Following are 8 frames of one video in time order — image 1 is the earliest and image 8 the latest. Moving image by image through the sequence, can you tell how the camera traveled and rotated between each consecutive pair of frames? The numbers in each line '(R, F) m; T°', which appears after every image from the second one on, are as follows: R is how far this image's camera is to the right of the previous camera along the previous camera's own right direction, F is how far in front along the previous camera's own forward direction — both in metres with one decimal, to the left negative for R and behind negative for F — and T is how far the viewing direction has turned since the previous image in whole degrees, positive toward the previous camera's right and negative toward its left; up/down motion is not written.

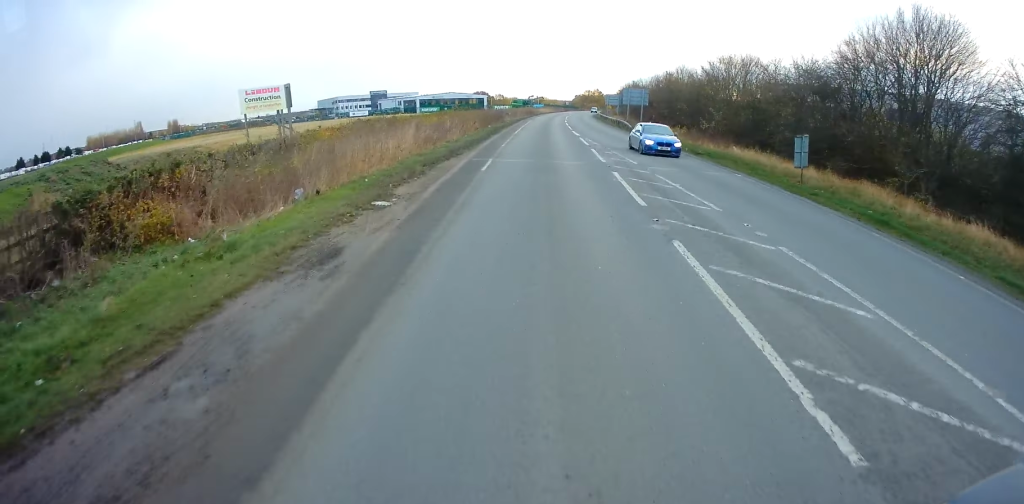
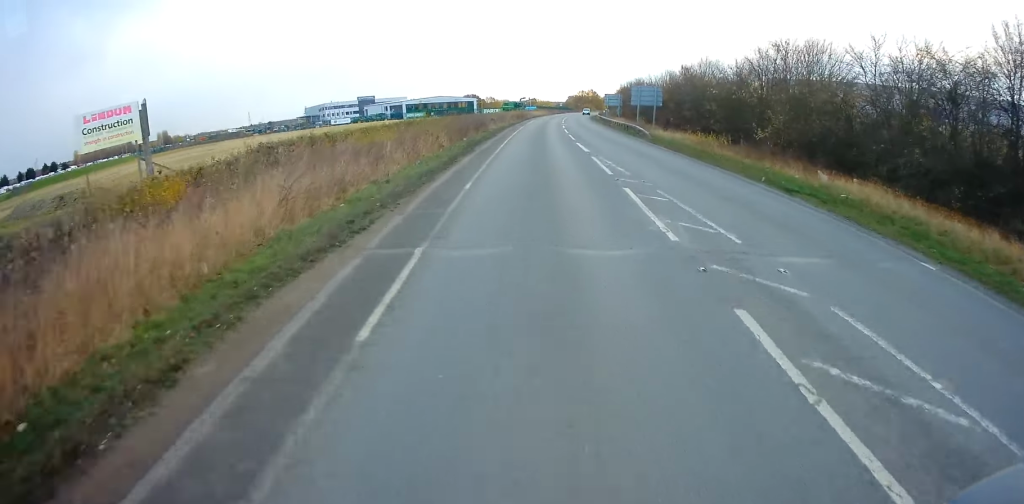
(-0.5, +11.7) m; -1°
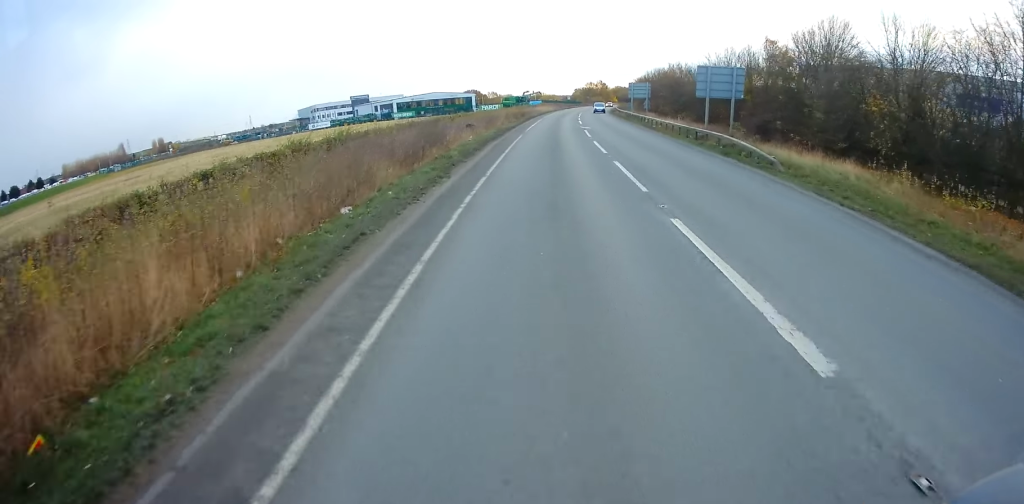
(+0.5, +22.6) m; +1°
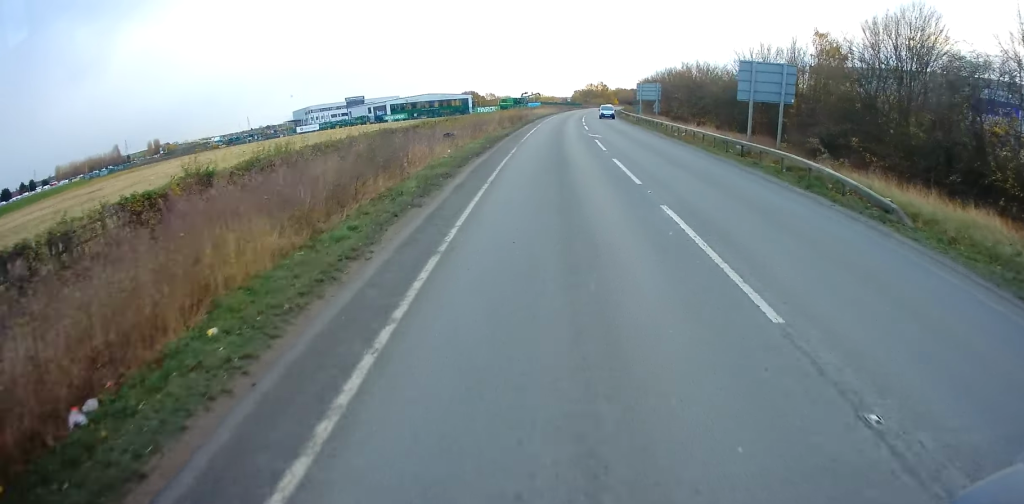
(+0.2, +7.8) m; -1°
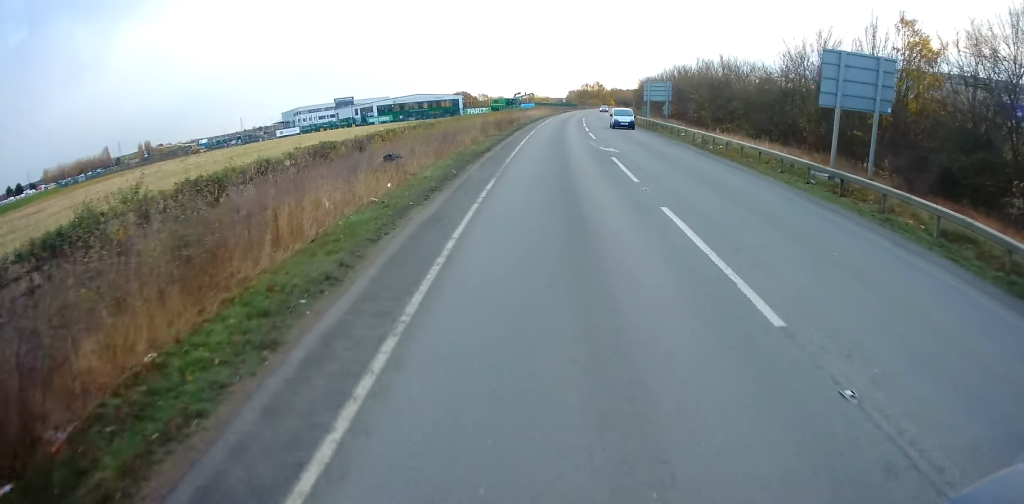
(-0.4, +9.5) m; +1°
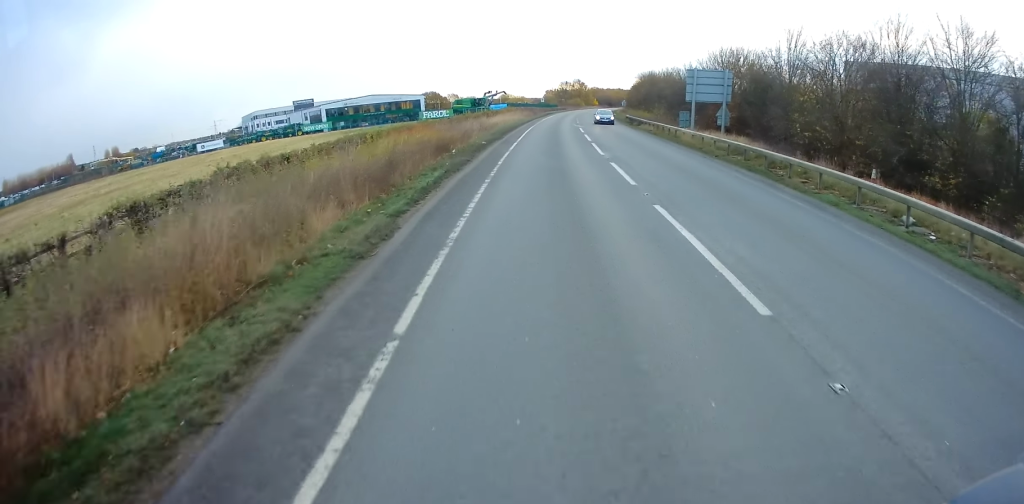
(+0.9, +28.0) m; +2°
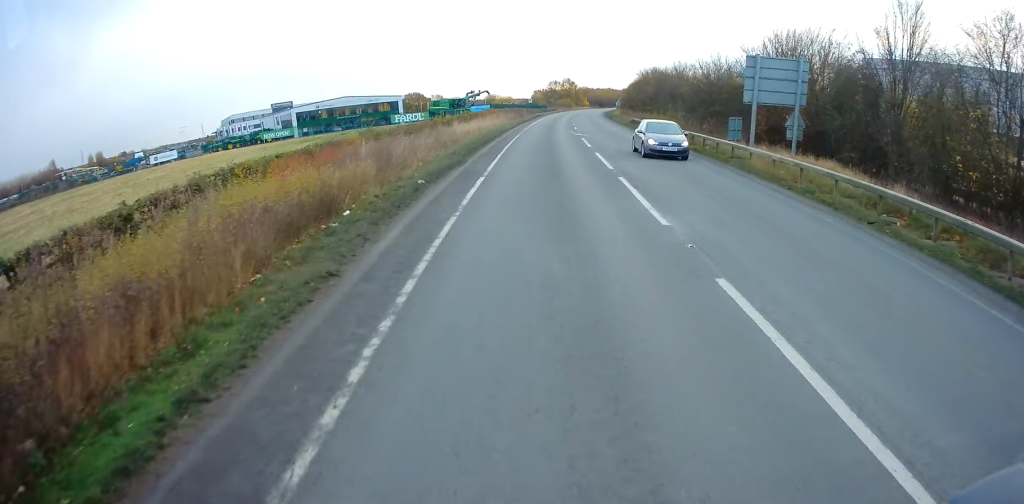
(-0.2, +13.6) m; 0°
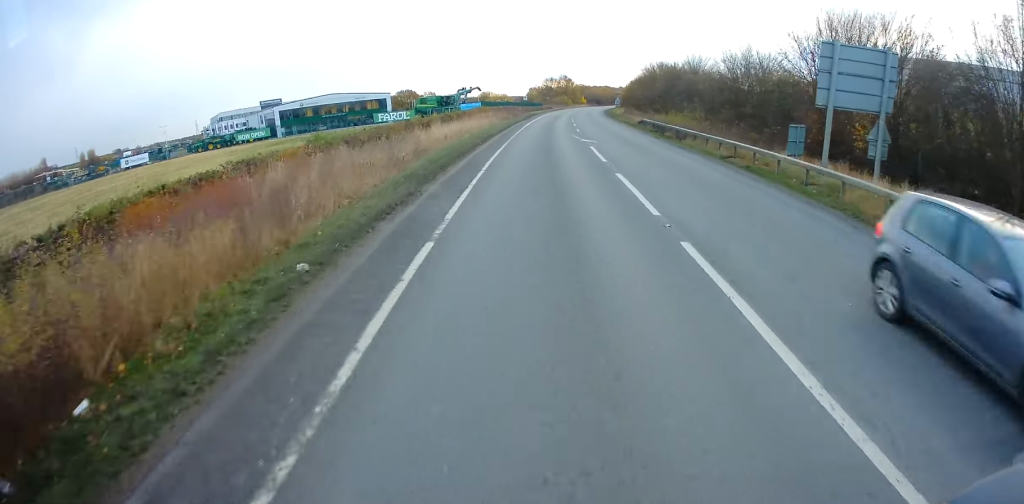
(+0.3, +7.9) m; +1°
